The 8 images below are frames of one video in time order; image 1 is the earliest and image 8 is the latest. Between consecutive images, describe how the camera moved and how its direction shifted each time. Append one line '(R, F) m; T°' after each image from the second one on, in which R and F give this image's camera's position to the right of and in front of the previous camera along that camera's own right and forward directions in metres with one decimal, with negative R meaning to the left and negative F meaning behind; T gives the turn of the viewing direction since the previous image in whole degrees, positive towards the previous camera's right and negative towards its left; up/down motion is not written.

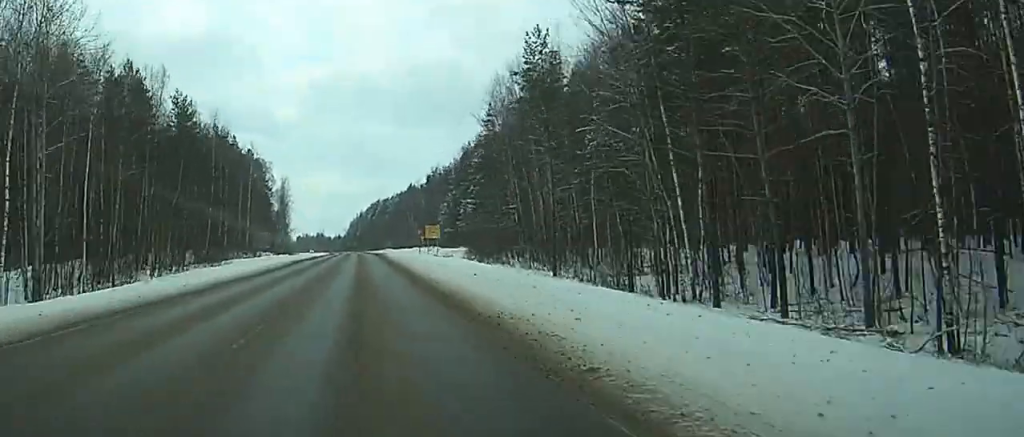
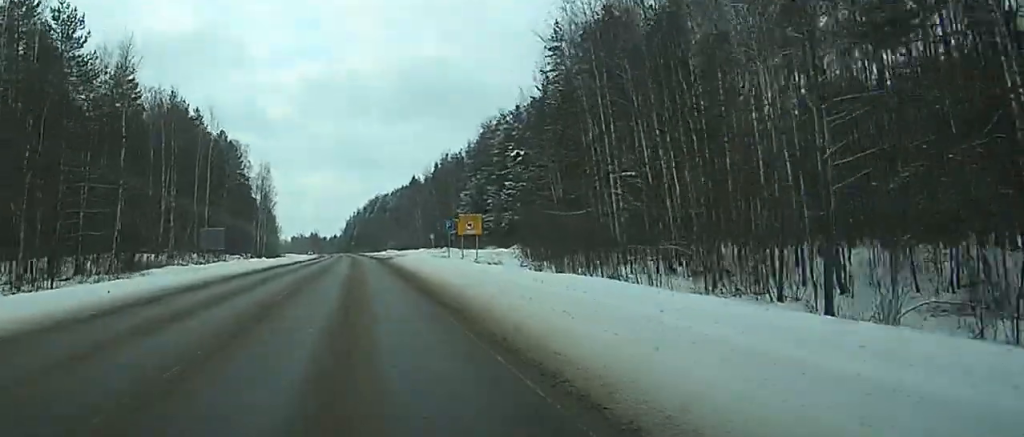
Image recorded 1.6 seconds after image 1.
(+0.1, +39.3) m; 0°
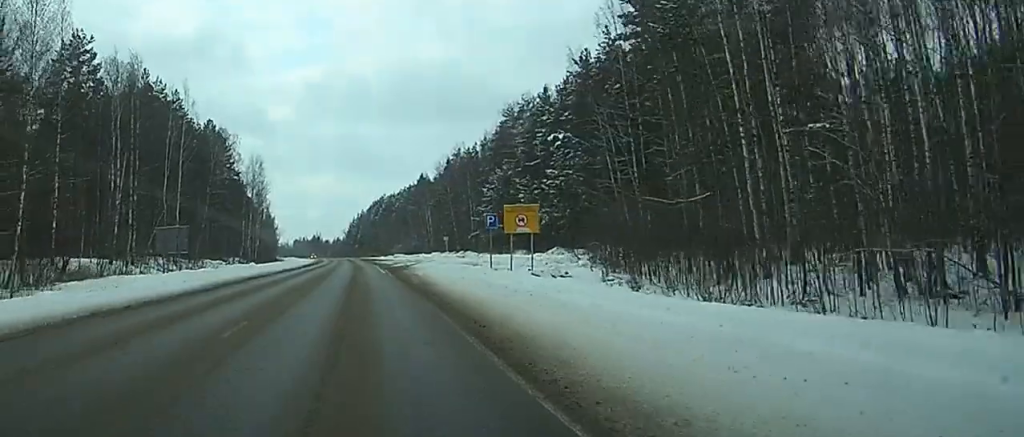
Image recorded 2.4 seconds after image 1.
(0.0, +22.5) m; 0°
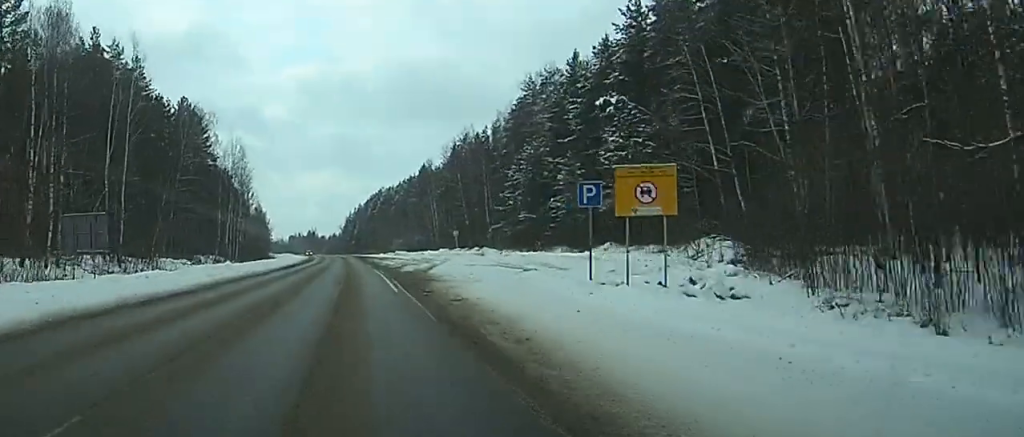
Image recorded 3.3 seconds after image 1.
(0.0, +22.7) m; 0°
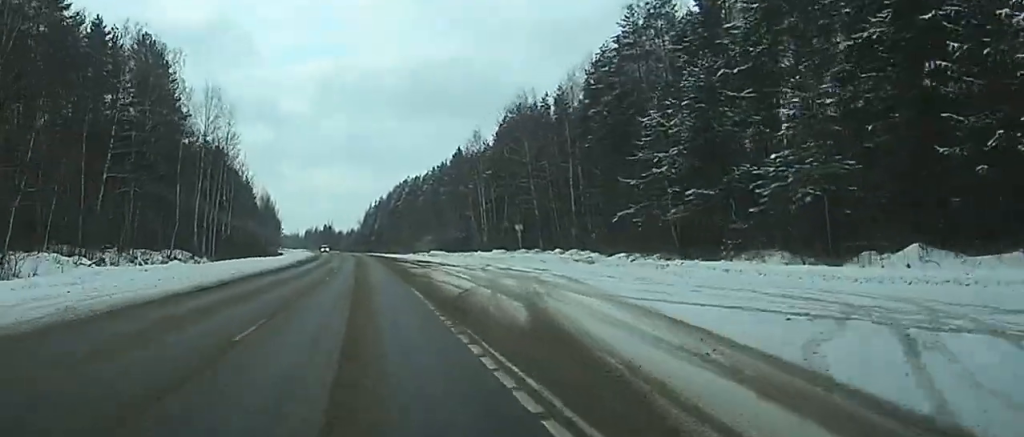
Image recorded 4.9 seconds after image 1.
(-0.4, +40.6) m; -1°
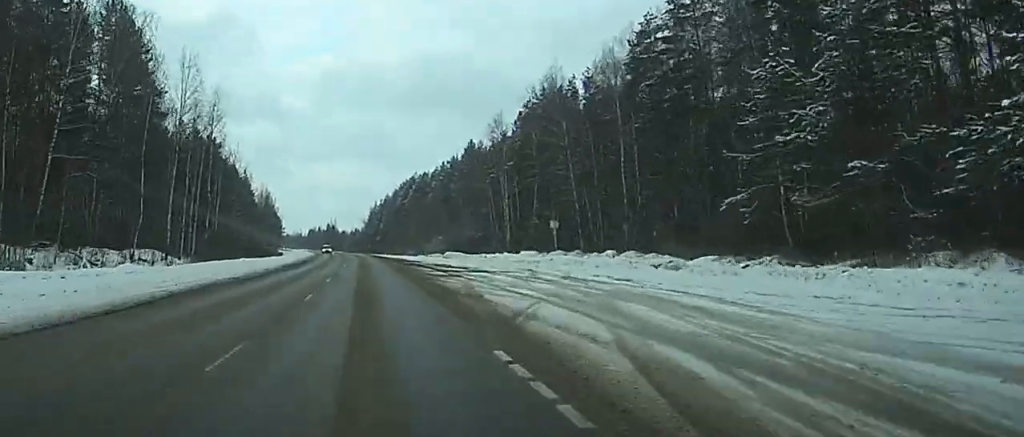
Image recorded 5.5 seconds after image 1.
(-0.1, +15.2) m; 0°
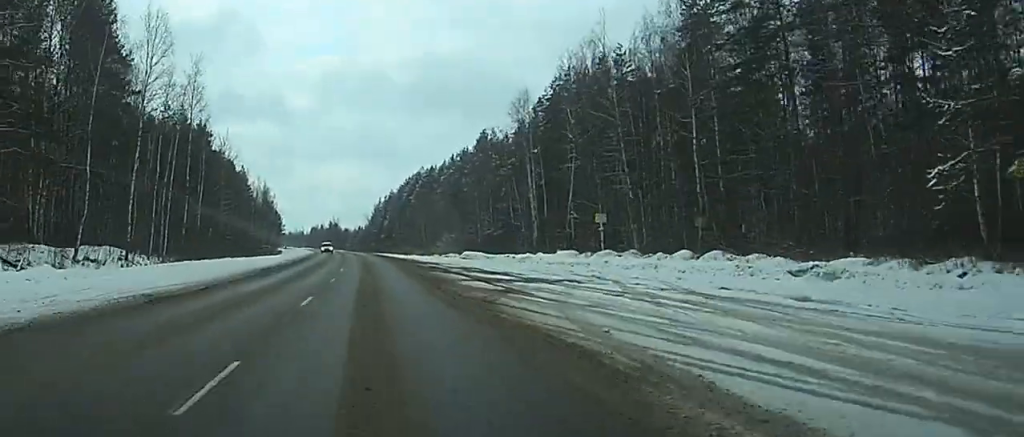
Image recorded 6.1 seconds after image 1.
(0.0, +14.3) m; 0°
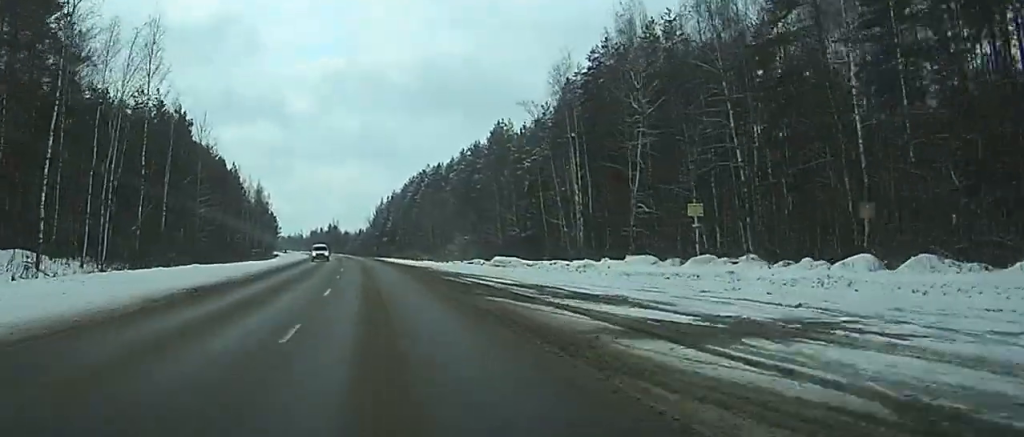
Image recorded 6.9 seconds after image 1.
(0.0, +18.2) m; 0°
